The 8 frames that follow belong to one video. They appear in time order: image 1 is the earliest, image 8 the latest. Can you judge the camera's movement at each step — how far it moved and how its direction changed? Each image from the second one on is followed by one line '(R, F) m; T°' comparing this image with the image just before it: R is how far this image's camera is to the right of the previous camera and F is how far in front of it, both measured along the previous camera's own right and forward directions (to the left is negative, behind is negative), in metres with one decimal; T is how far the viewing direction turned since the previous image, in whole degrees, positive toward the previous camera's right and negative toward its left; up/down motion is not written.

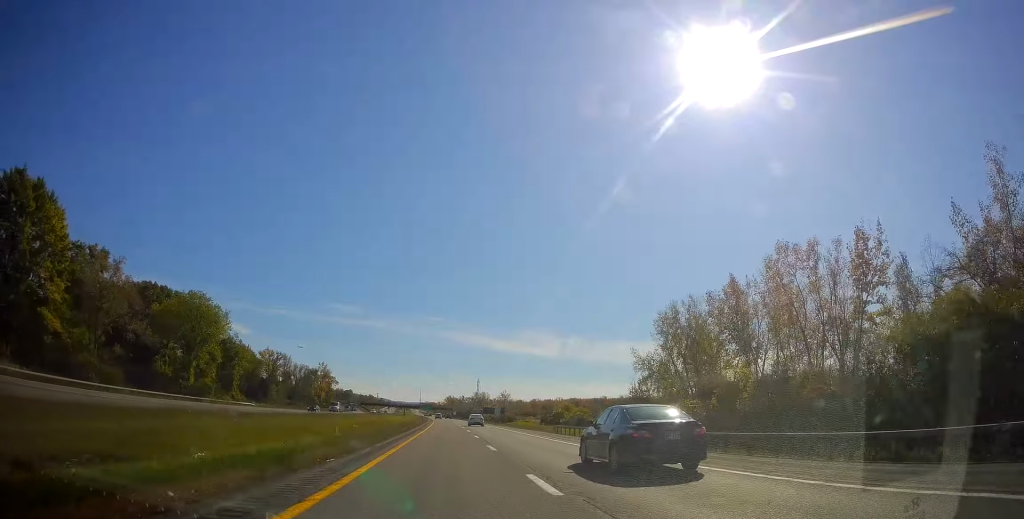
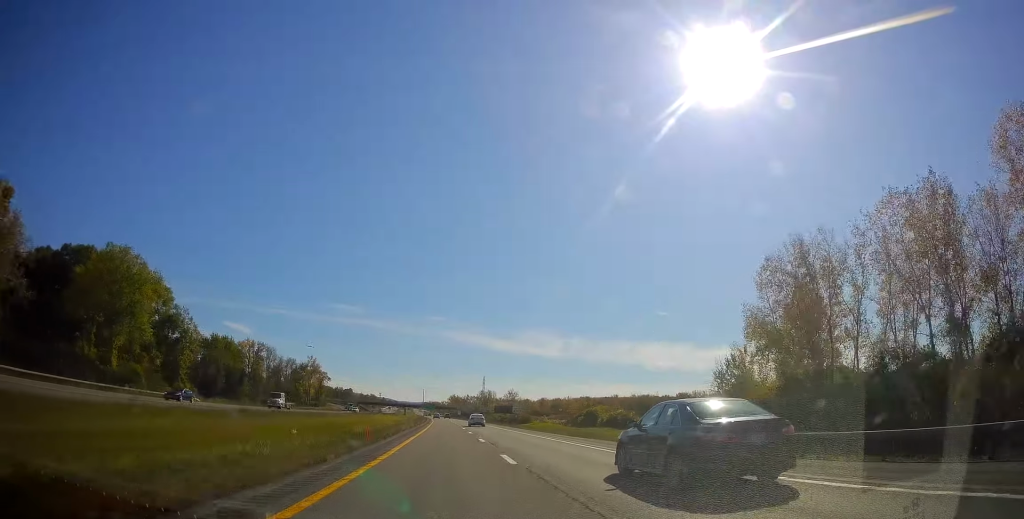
(-0.1, +30.1) m; -1°
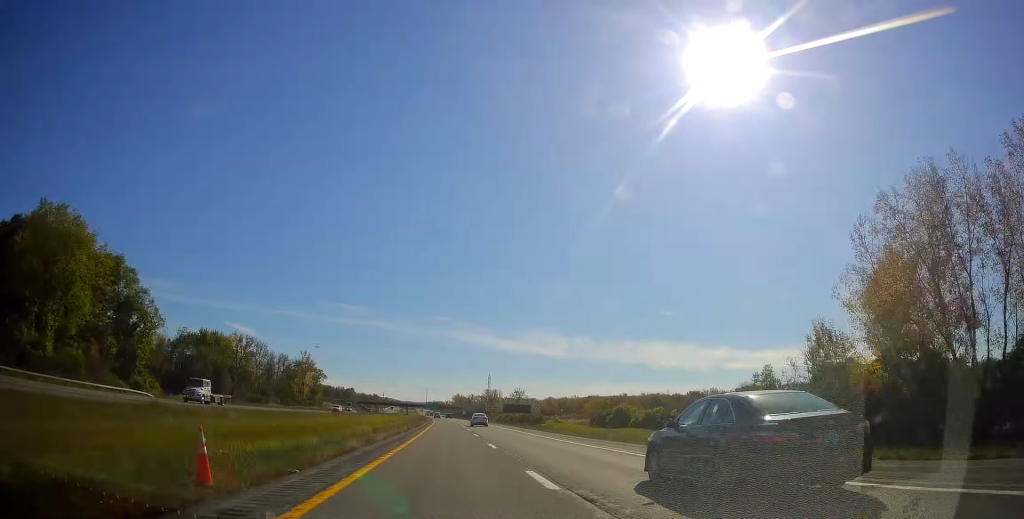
(-0.1, +17.4) m; -1°
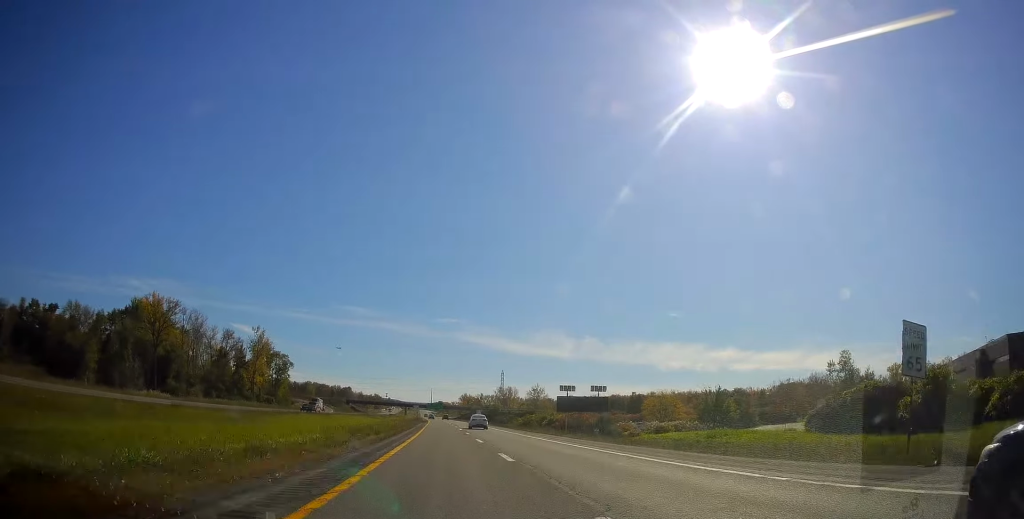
(-0.5, +65.8) m; -2°
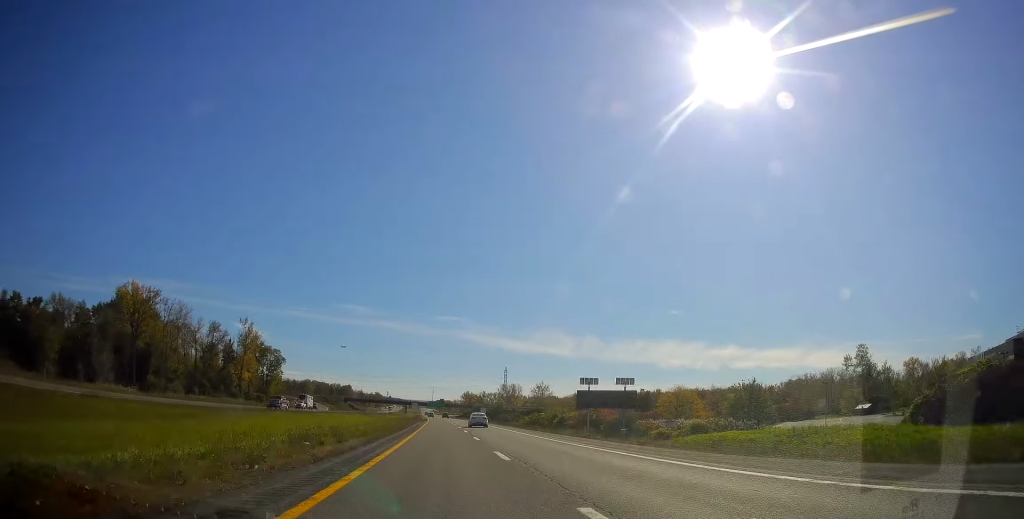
(-0.2, +11.6) m; -1°
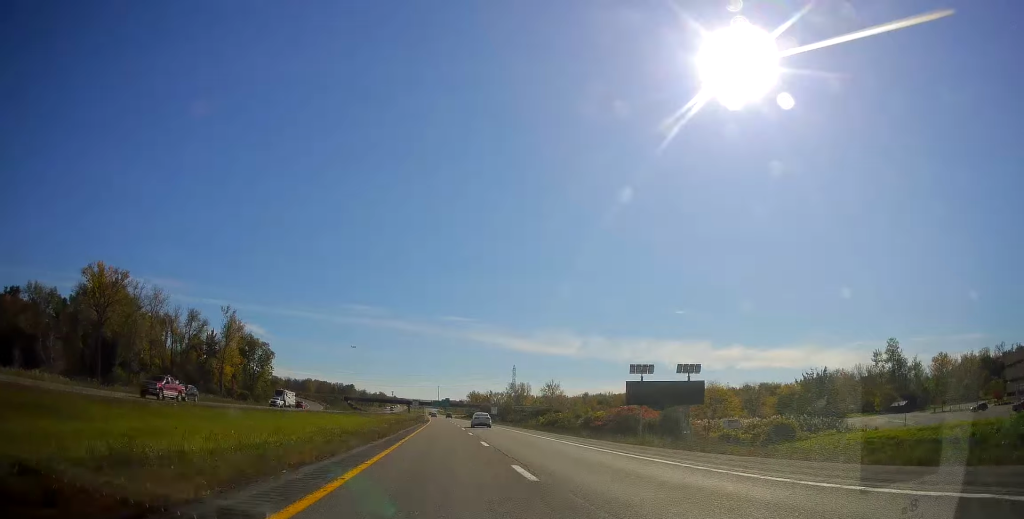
(0.0, +17.7) m; 0°
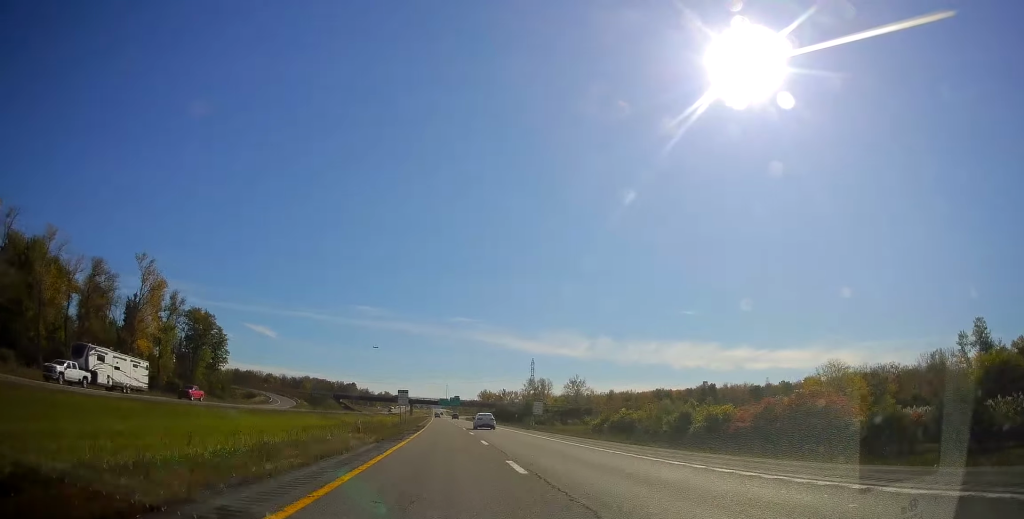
(+0.4, +47.4) m; 0°
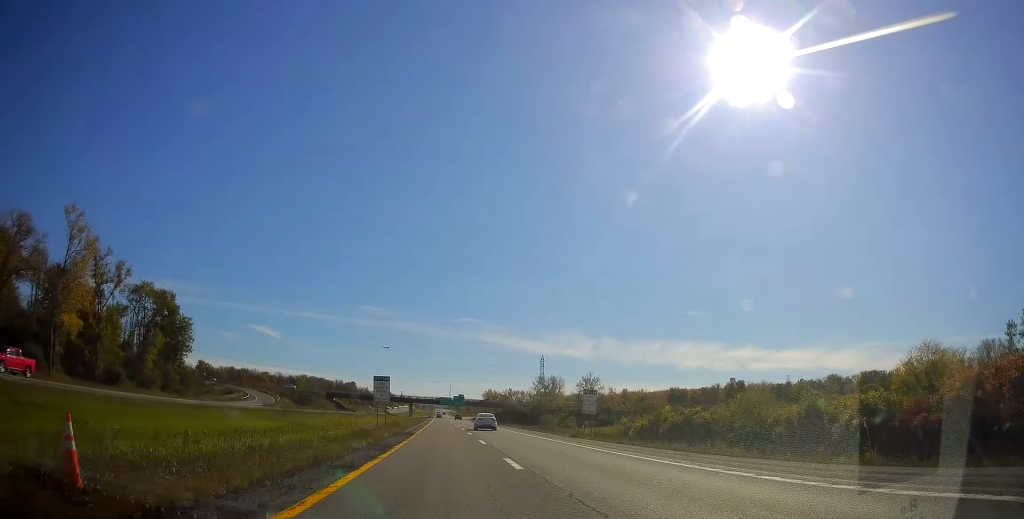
(-0.6, +23.6) m; -1°
